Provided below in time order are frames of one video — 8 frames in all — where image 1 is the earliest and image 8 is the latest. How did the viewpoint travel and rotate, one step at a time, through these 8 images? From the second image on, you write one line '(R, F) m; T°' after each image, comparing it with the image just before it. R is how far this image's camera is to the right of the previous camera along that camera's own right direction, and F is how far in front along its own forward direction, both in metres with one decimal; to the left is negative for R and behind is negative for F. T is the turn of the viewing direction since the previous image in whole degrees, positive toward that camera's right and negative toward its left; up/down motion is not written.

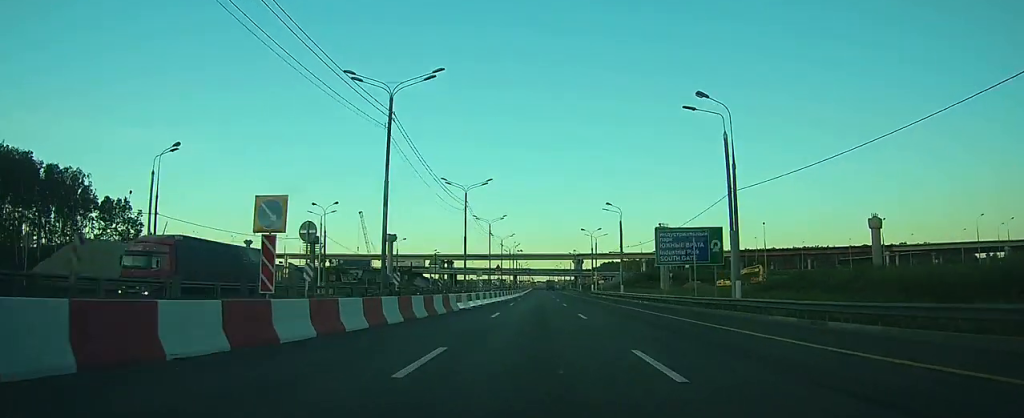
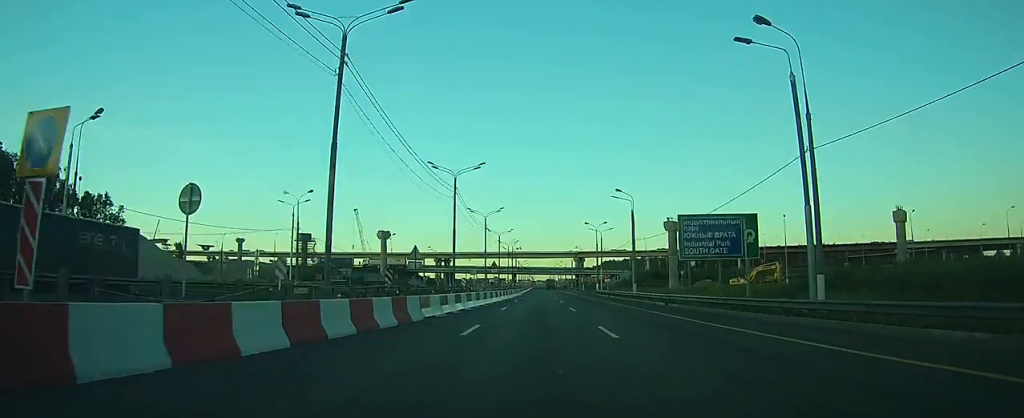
(0.0, +9.2) m; 0°
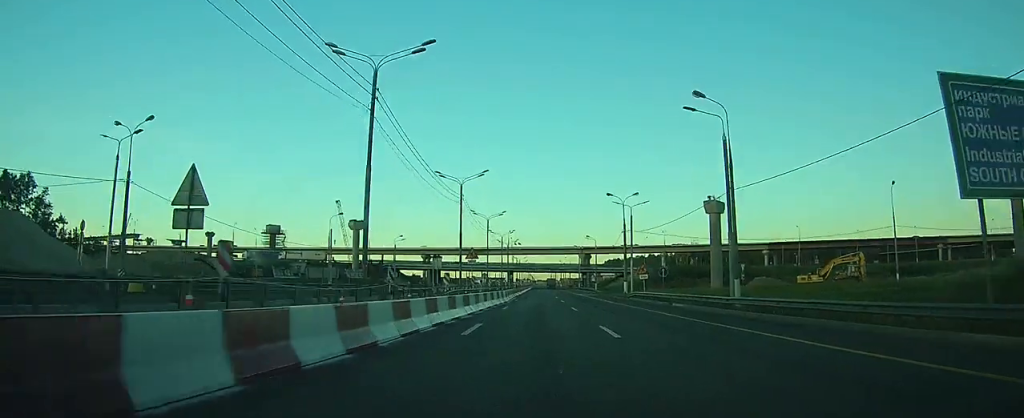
(+0.1, +32.3) m; 0°
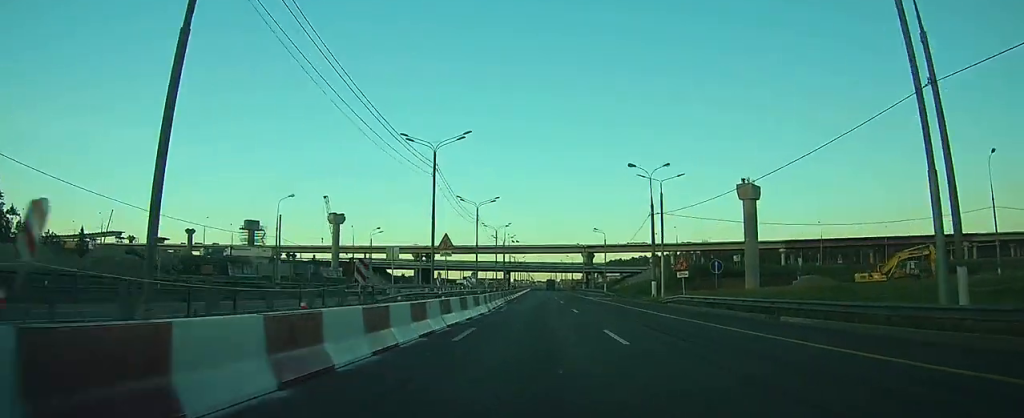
(0.0, +17.6) m; 0°
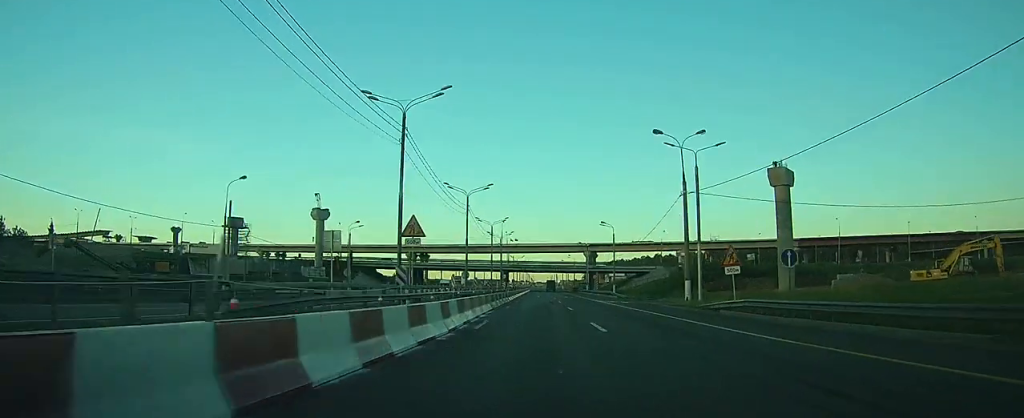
(0.0, +12.2) m; 0°
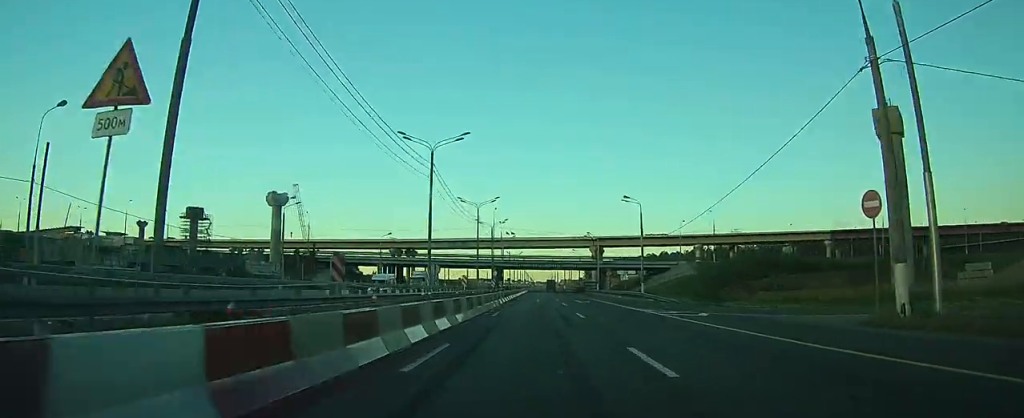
(0.0, +25.2) m; 0°
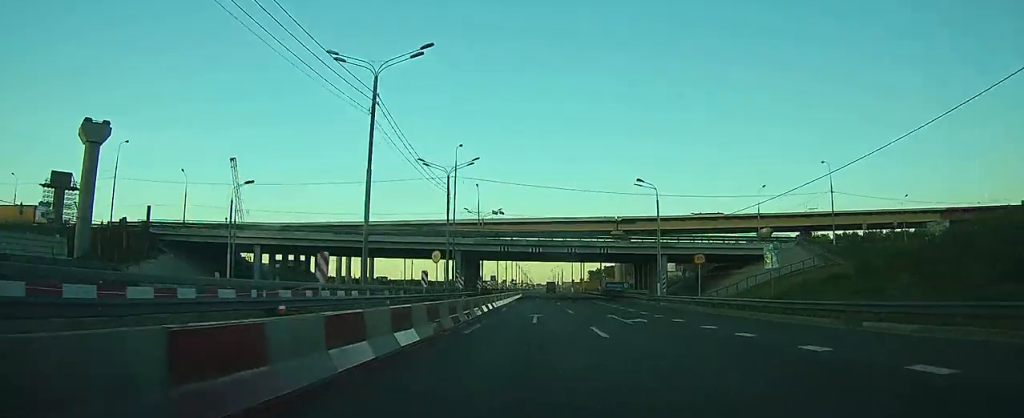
(-0.3, +56.6) m; 0°
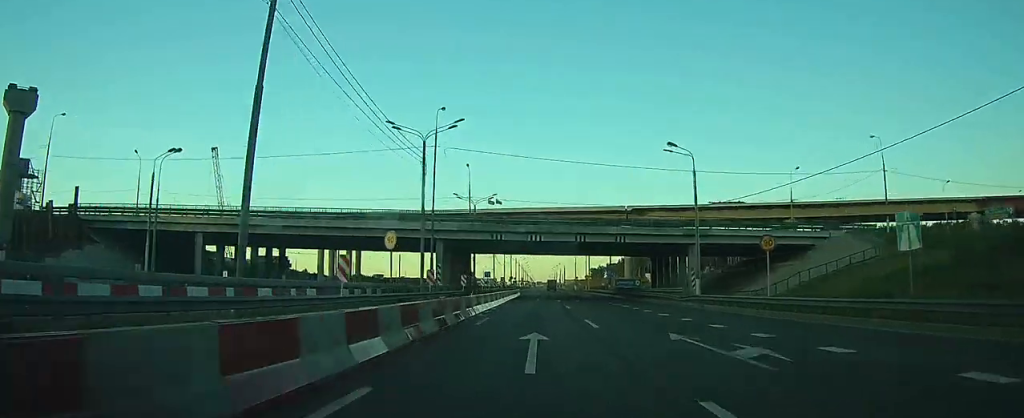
(+0.1, +13.2) m; 0°
